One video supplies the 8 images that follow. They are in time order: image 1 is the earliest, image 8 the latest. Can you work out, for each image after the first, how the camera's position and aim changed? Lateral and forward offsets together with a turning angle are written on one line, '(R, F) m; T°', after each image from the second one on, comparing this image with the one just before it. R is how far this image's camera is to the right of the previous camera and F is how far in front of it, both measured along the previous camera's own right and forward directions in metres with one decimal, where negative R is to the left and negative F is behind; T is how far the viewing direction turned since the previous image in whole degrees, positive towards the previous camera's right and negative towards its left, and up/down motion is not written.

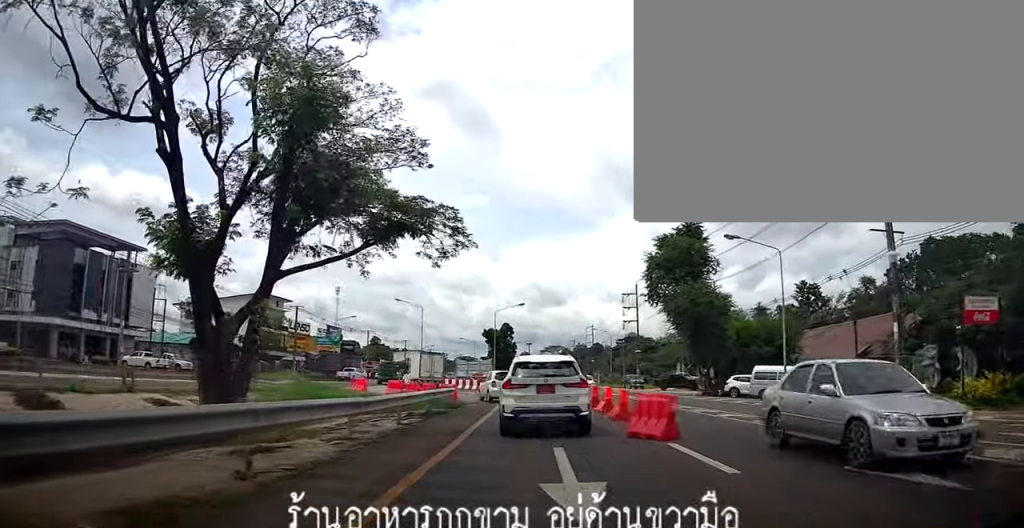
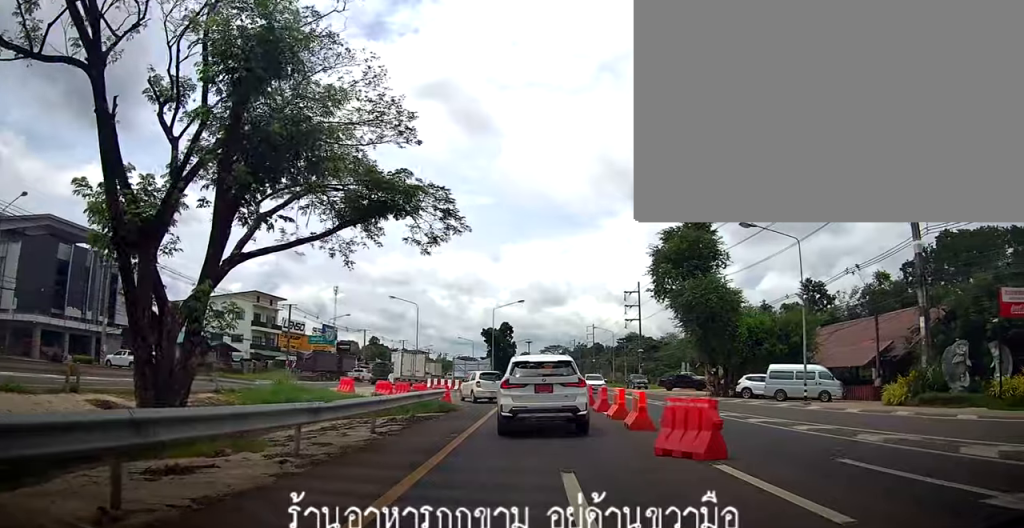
(-0.3, +2.1) m; -3°
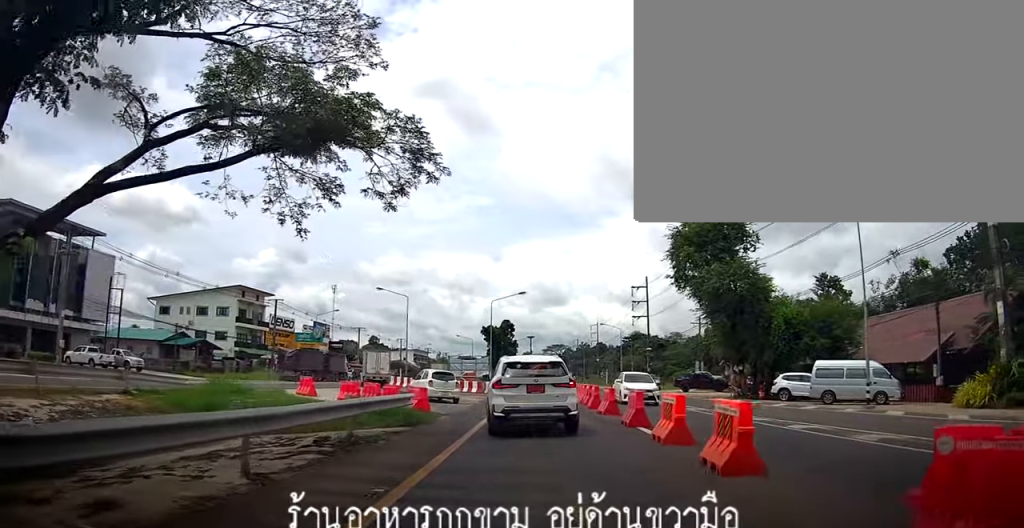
(-0.3, +5.1) m; -5°
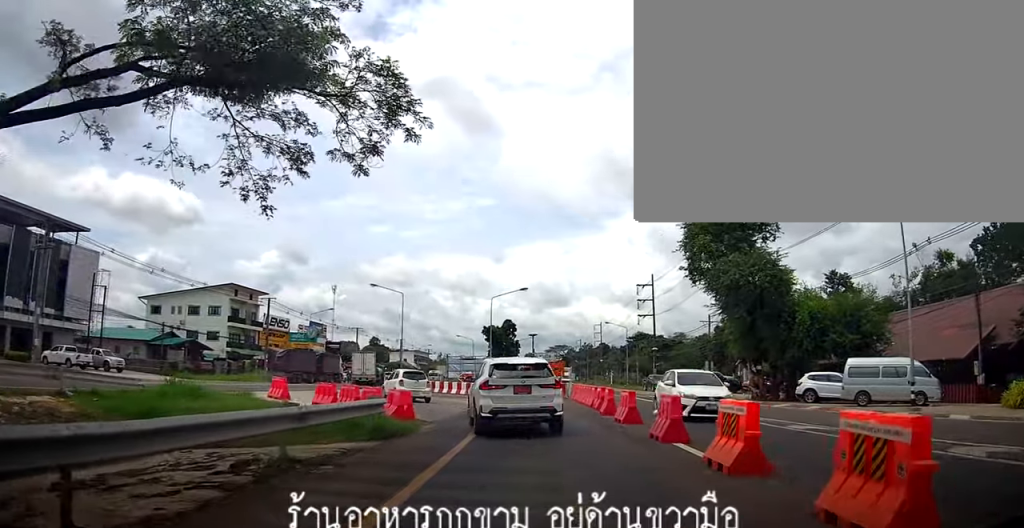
(+0.1, +2.8) m; -2°
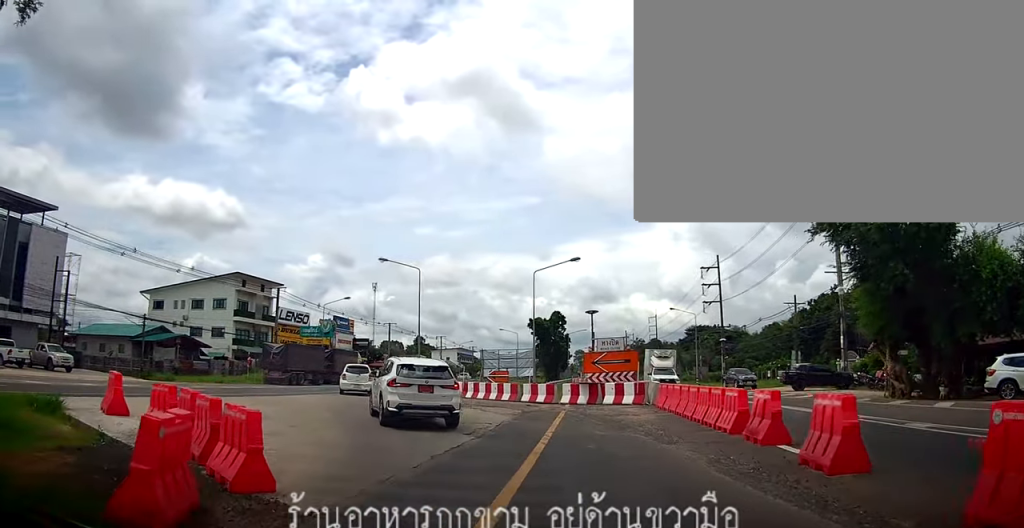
(-1.6, +12.8) m; -9°
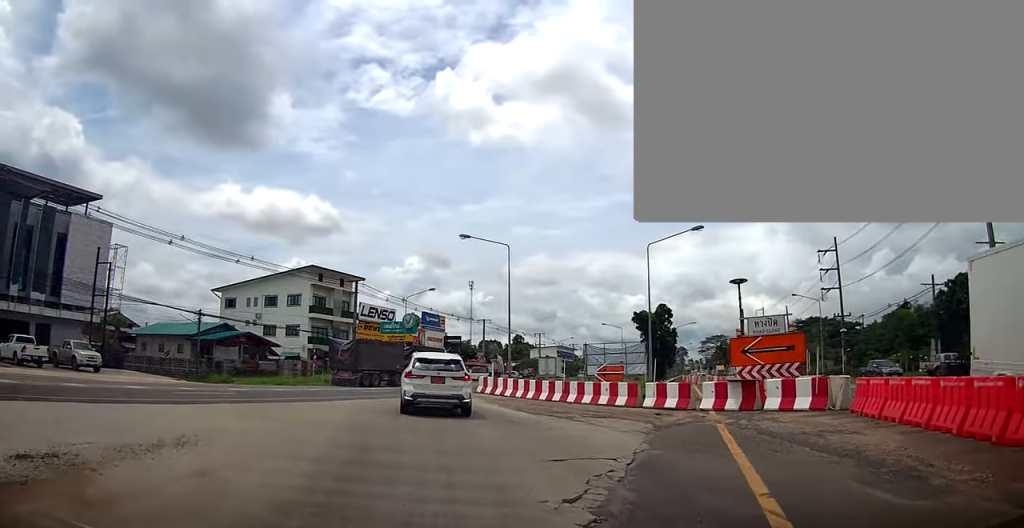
(-0.1, +8.9) m; -6°
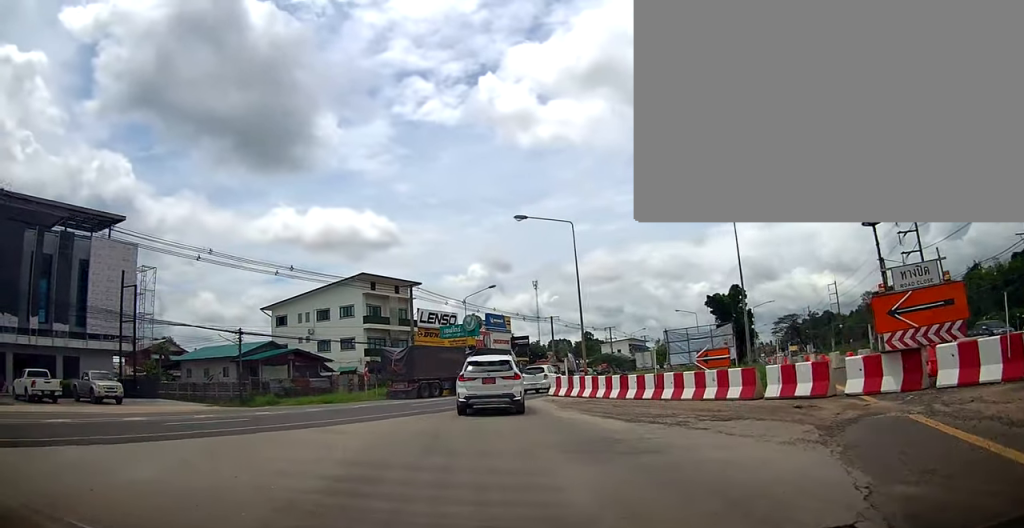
(-0.3, +5.9) m; -7°
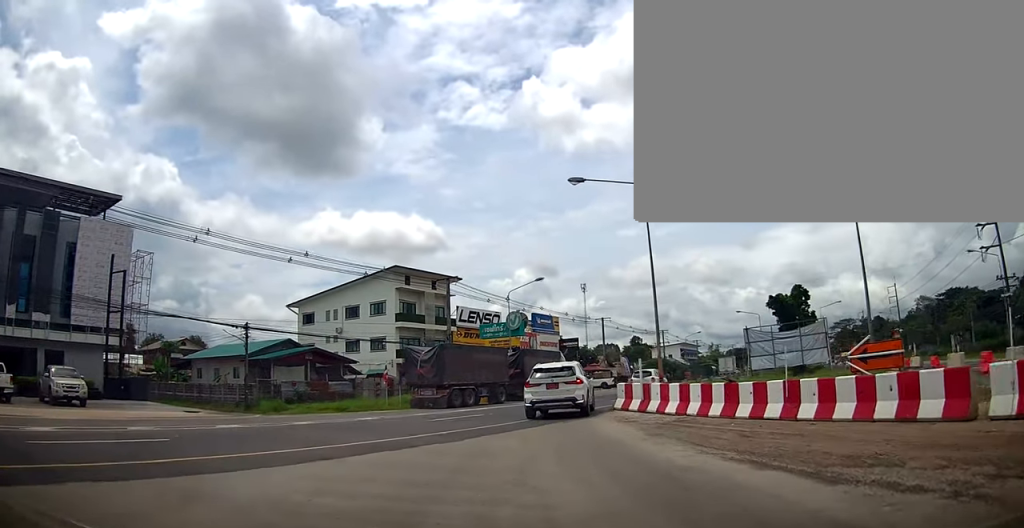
(-0.7, +9.3) m; -7°
